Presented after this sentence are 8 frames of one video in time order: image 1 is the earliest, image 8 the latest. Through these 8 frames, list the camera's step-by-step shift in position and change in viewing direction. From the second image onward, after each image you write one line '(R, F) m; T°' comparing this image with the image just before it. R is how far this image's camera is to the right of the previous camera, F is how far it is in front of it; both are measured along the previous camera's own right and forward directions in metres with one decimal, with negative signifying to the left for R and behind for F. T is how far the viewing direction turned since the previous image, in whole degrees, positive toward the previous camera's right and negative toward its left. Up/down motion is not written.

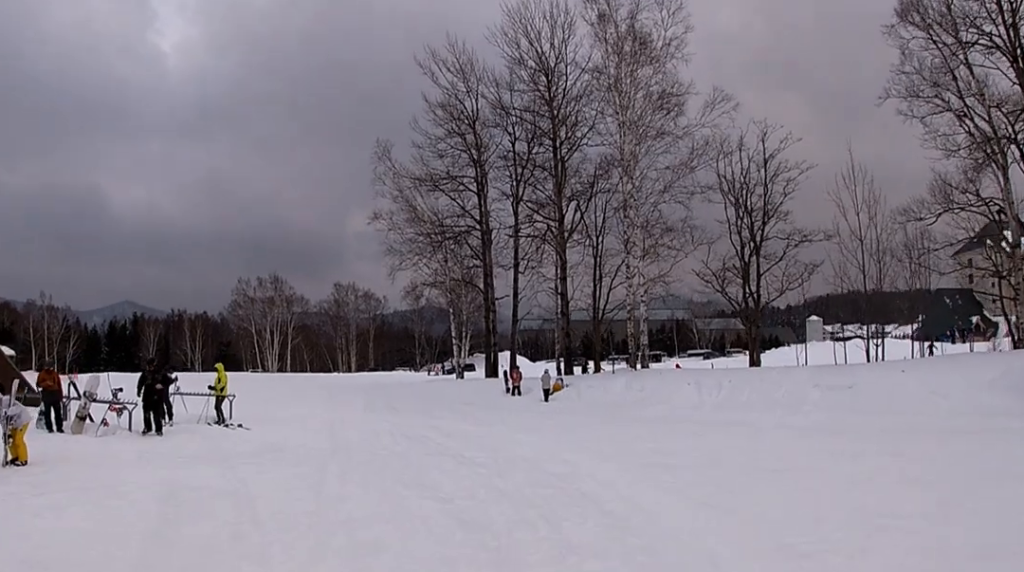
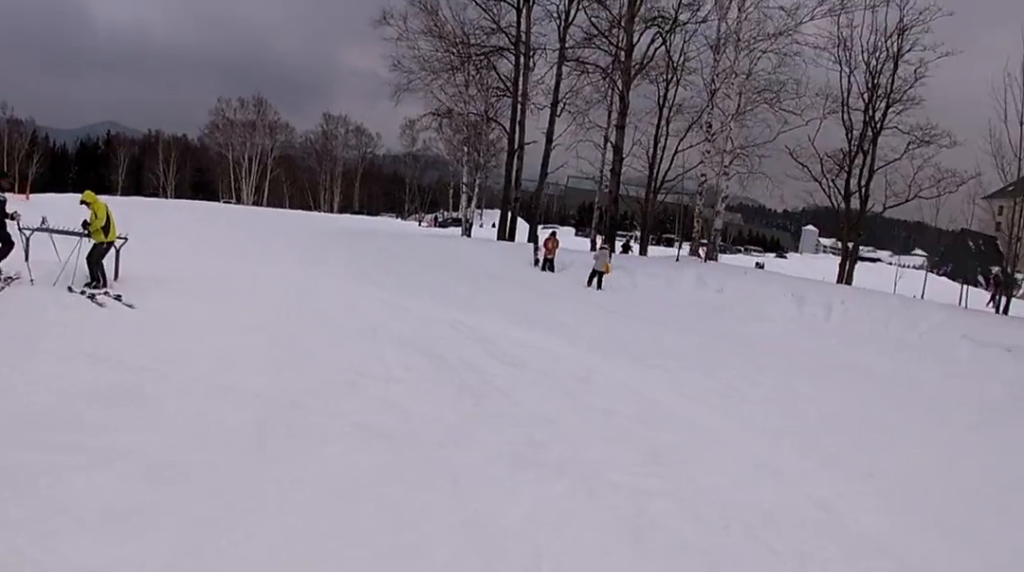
(-0.3, +7.3) m; -2°
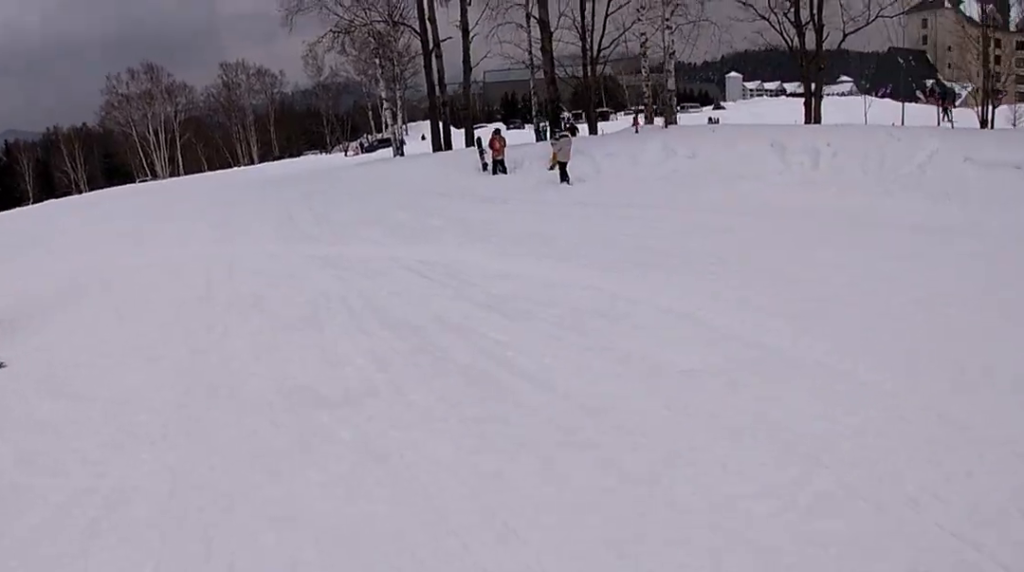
(0.0, +2.3) m; 0°
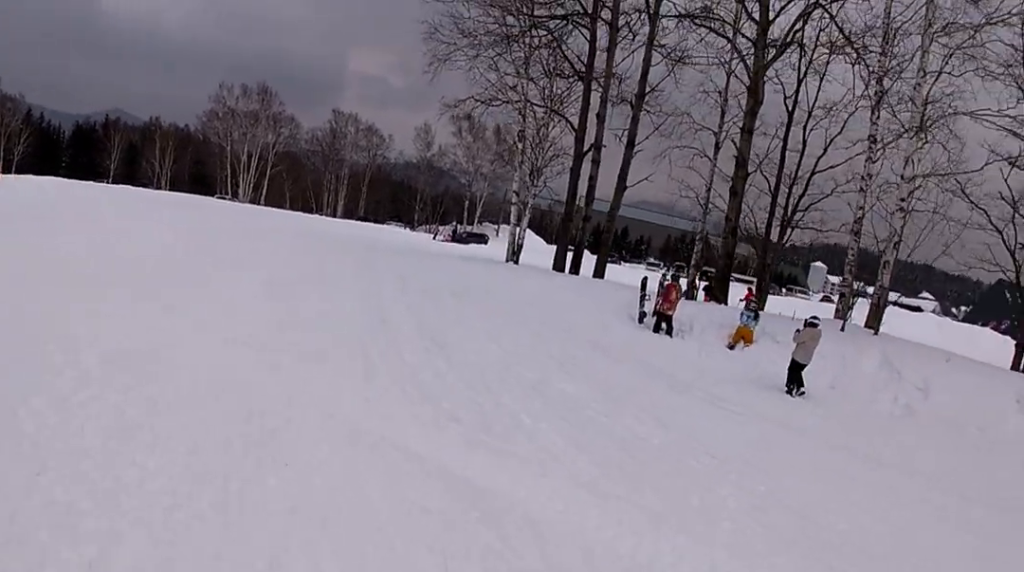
(0.0, +5.6) m; -3°
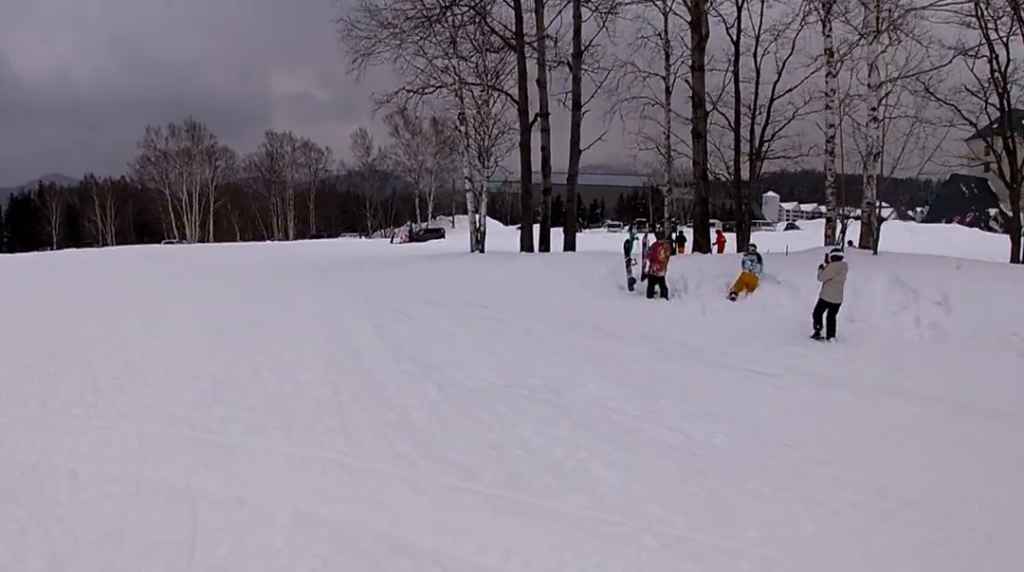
(-0.1, +1.3) m; -1°
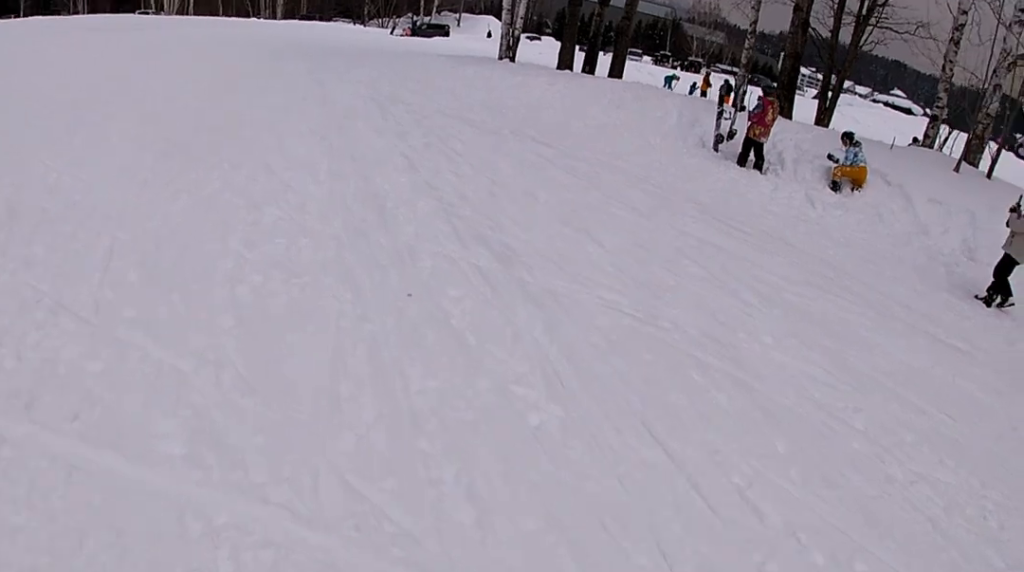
(-0.1, +2.8) m; -1°
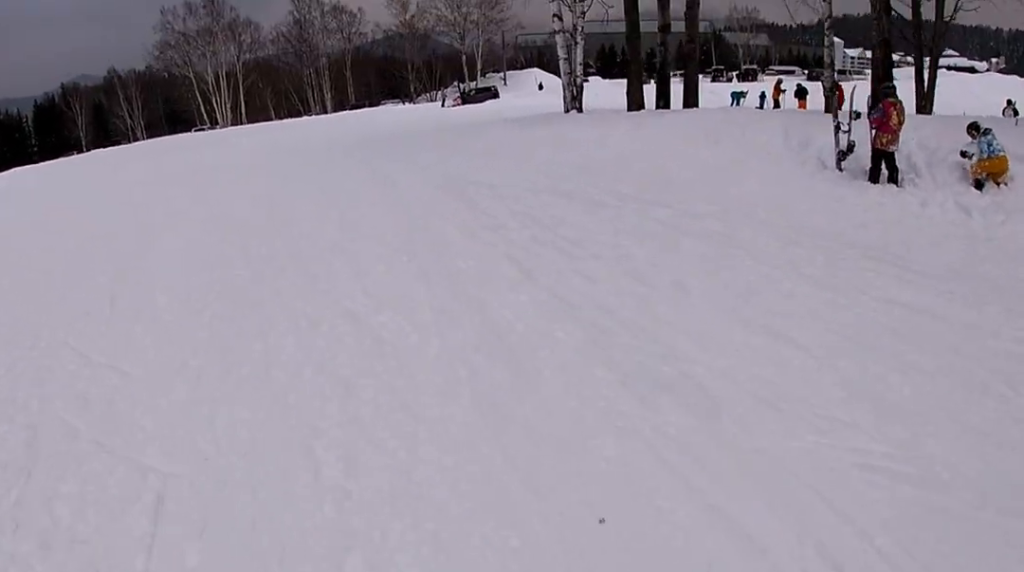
(0.0, +1.6) m; +2°
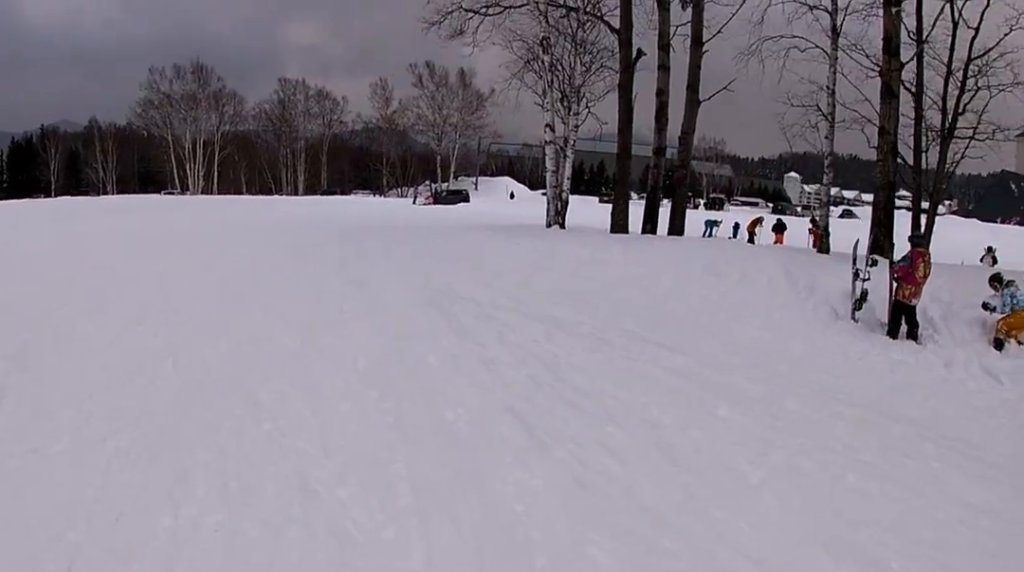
(0.0, +1.4) m; +2°
